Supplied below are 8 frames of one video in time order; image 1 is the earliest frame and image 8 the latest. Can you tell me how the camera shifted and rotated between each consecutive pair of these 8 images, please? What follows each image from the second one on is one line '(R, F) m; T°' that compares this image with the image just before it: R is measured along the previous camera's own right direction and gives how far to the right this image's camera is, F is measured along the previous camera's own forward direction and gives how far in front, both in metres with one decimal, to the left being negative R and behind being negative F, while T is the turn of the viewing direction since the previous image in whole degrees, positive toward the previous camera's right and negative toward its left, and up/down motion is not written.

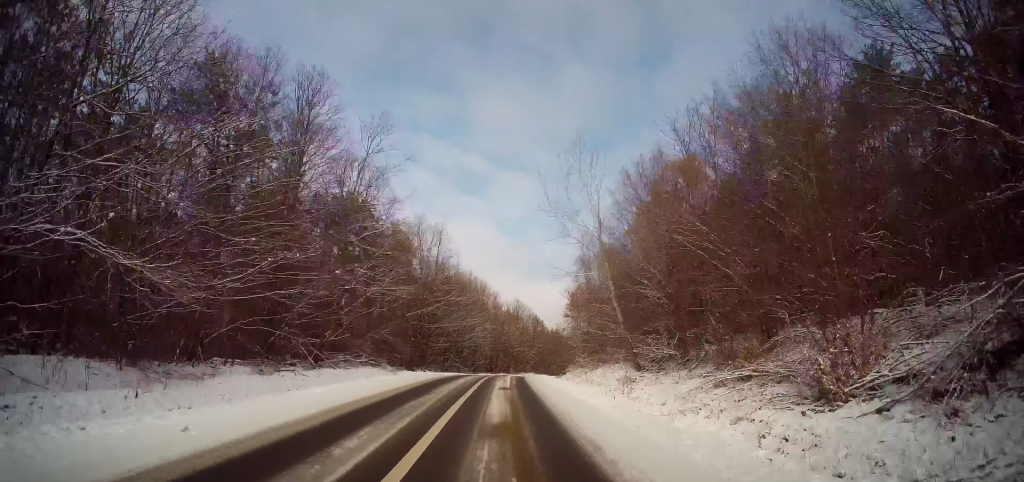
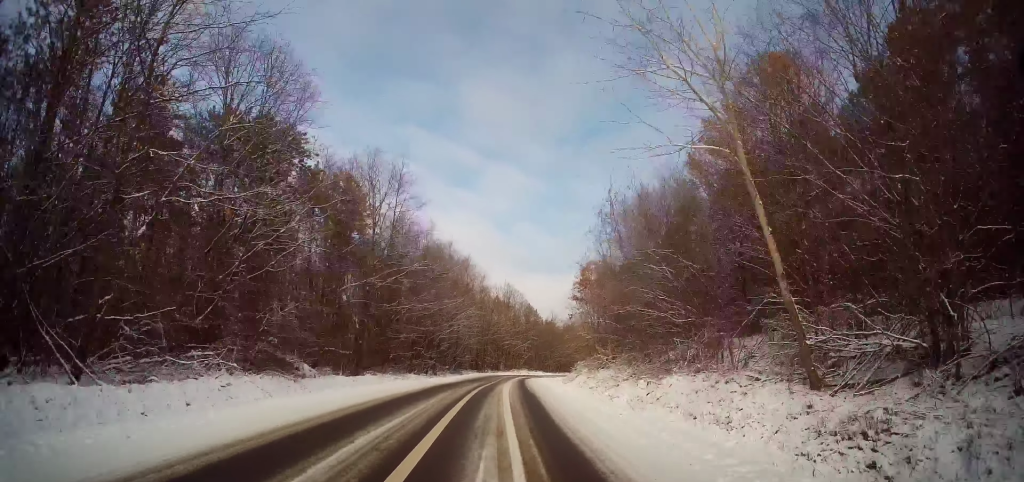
(+0.5, +16.3) m; +2°
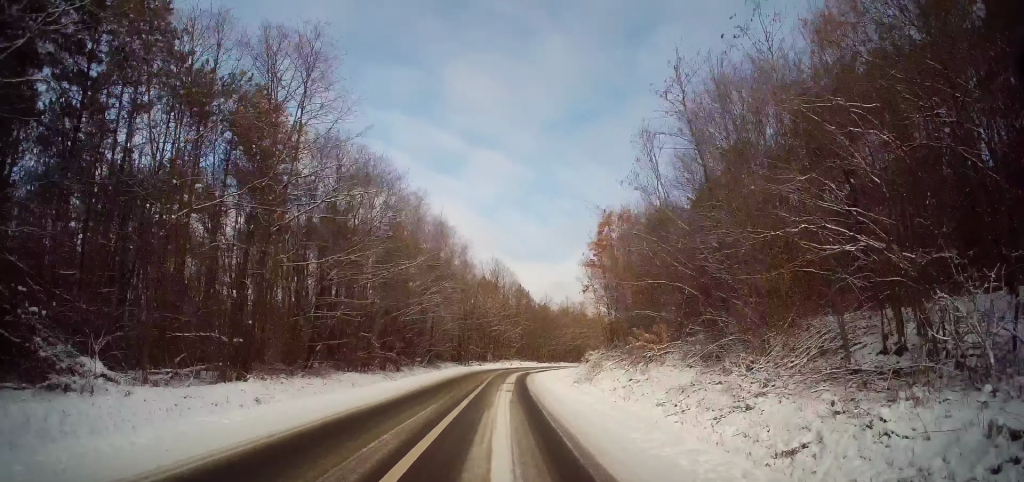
(+0.1, +14.8) m; +1°
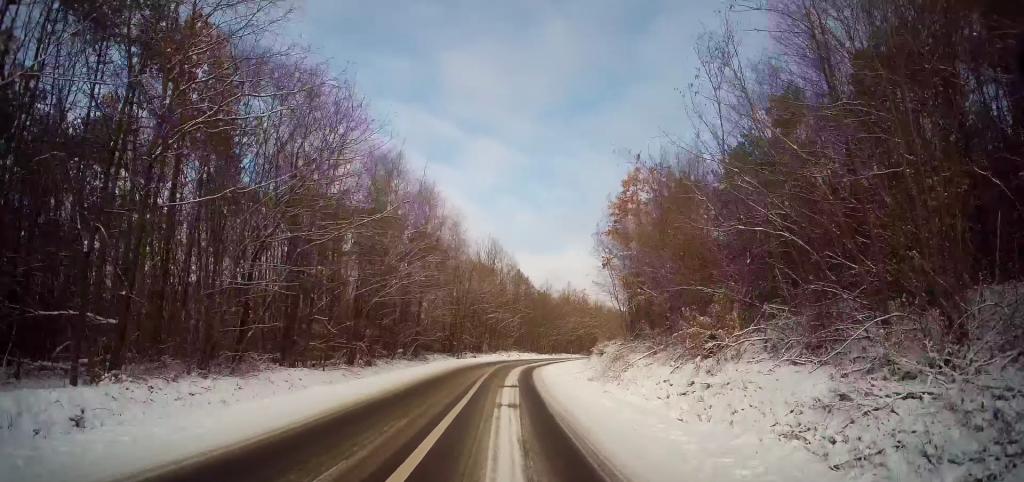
(0.0, +7.6) m; +1°
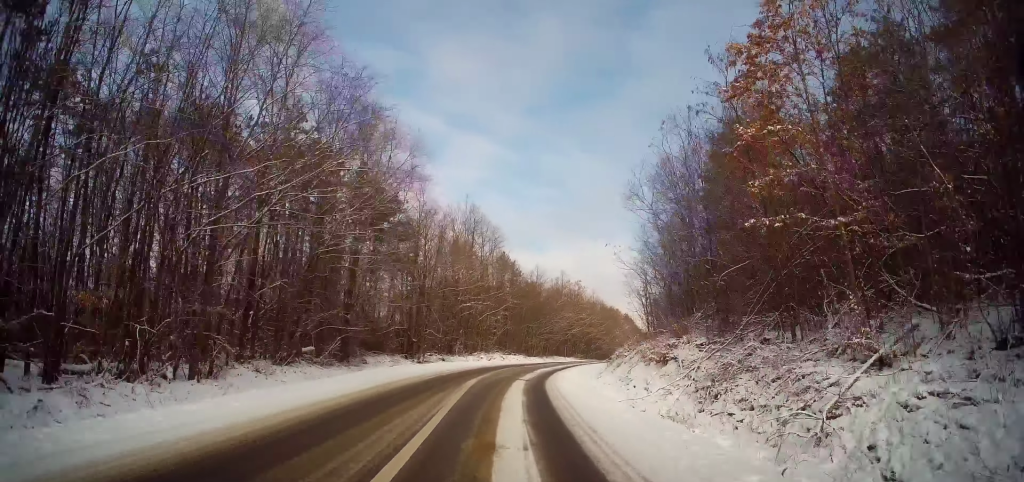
(+0.3, +17.3) m; +2°
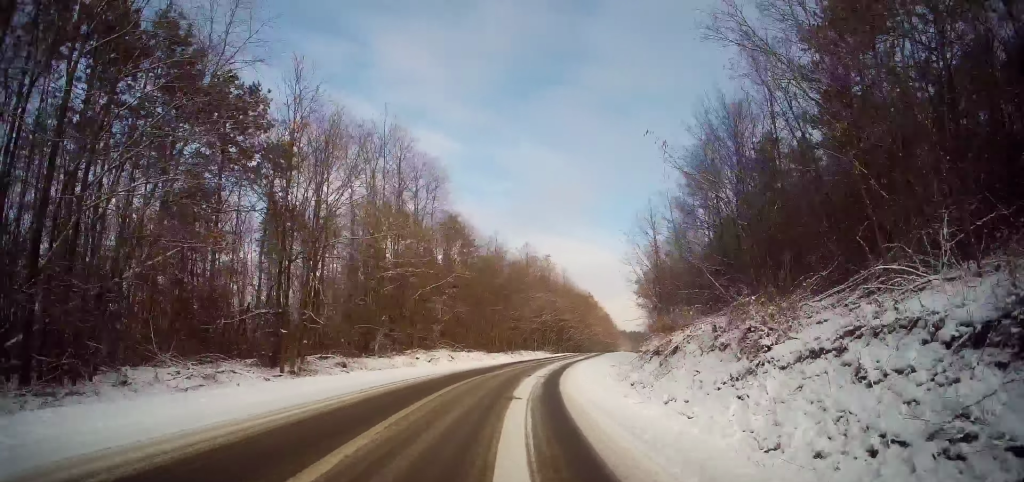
(+0.7, +19.9) m; +4°
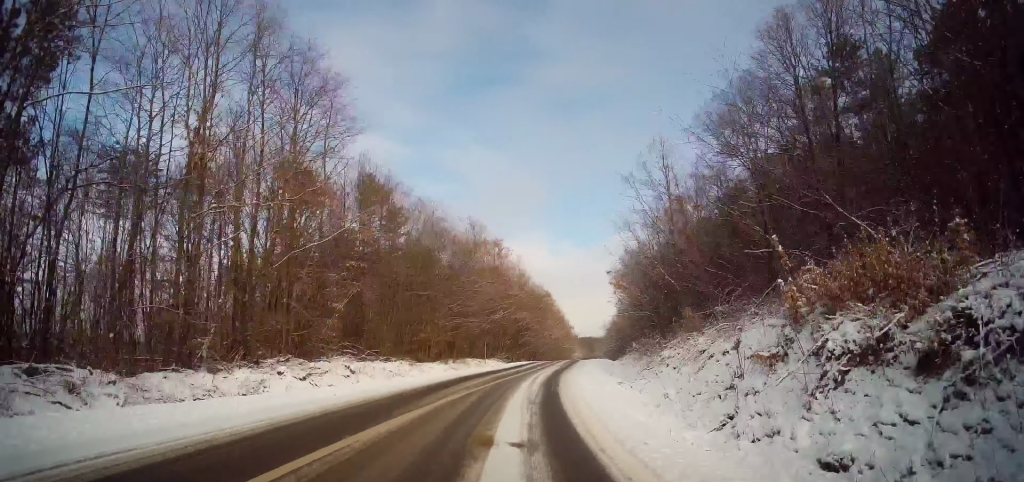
(+0.5, +15.5) m; +5°
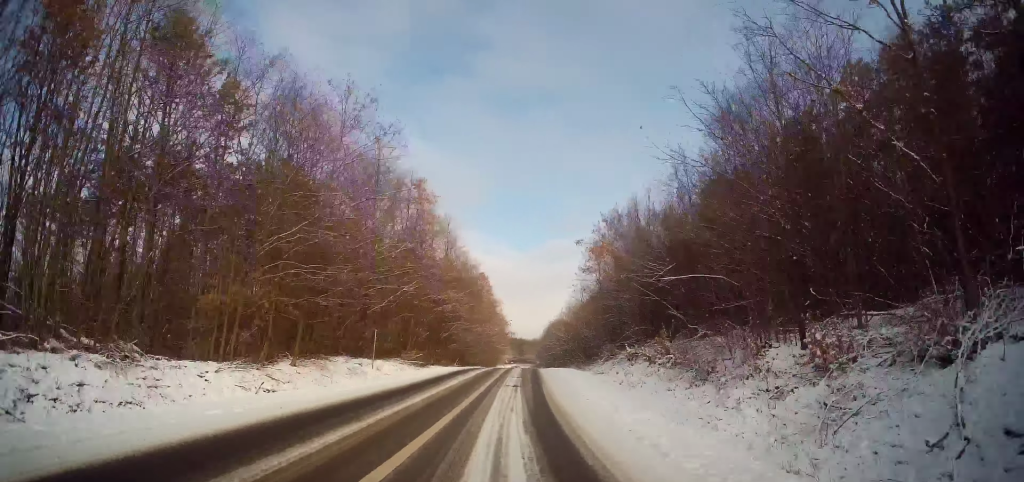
(+1.6, +21.1) m; +7°
